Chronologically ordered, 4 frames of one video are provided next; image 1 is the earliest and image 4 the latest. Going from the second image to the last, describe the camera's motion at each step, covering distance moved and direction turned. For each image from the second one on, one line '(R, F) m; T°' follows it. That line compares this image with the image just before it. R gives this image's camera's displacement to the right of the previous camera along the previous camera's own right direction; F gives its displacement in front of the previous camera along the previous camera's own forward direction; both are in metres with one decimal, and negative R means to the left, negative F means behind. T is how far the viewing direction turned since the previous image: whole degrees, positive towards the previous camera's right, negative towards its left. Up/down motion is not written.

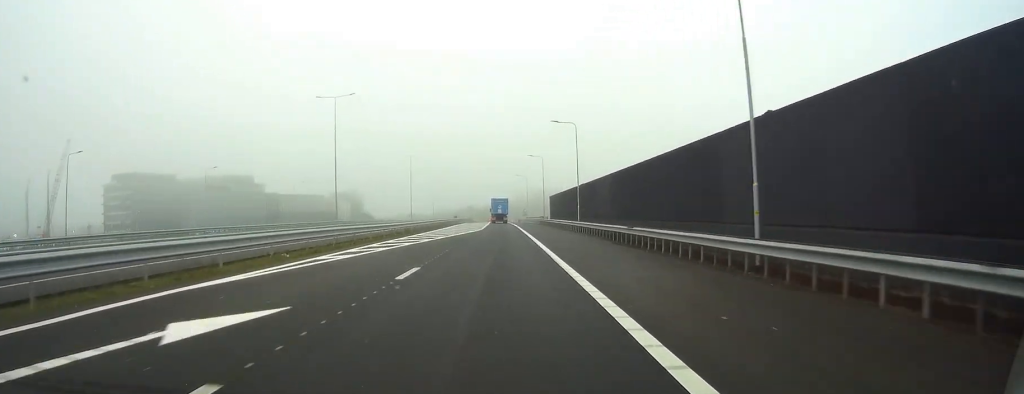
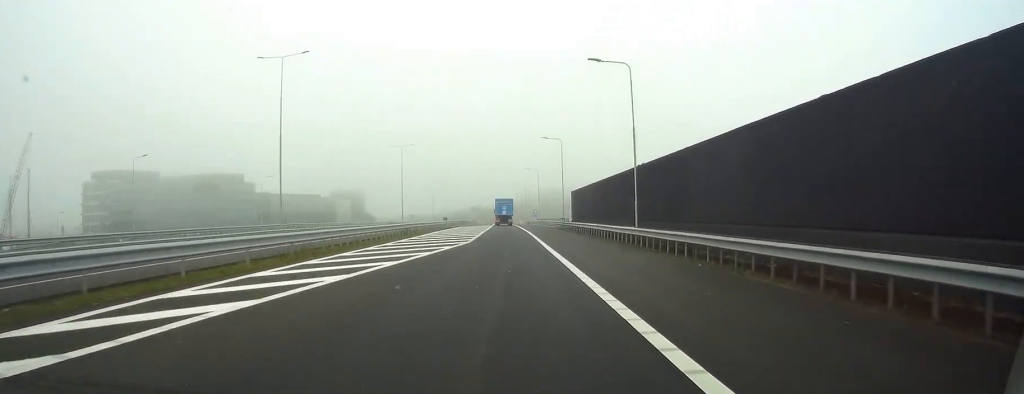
(-0.2, +27.0) m; 0°
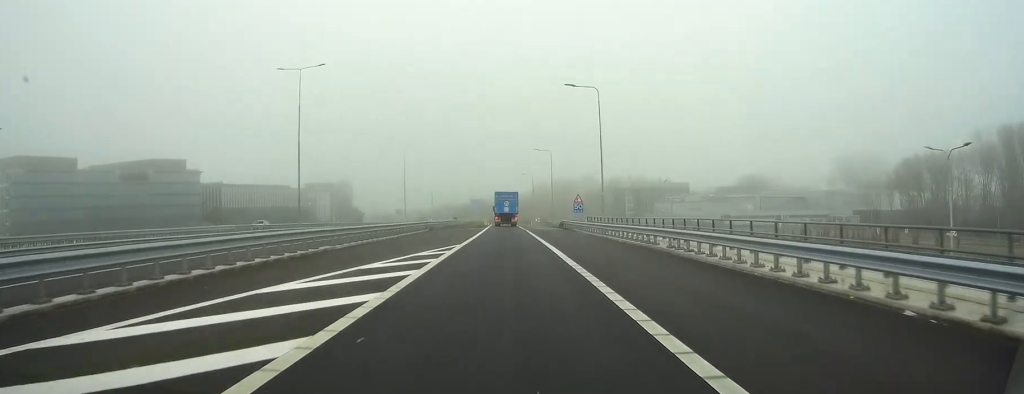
(-0.7, +83.6) m; -1°
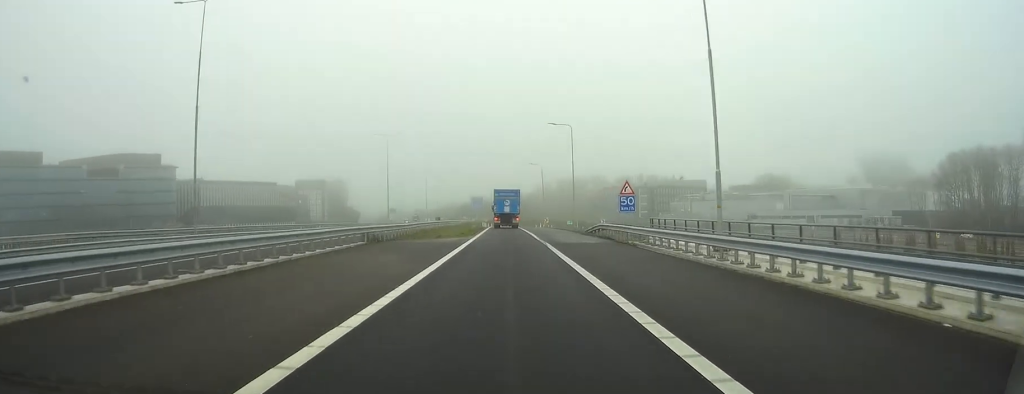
(-0.1, +27.3) m; 0°
